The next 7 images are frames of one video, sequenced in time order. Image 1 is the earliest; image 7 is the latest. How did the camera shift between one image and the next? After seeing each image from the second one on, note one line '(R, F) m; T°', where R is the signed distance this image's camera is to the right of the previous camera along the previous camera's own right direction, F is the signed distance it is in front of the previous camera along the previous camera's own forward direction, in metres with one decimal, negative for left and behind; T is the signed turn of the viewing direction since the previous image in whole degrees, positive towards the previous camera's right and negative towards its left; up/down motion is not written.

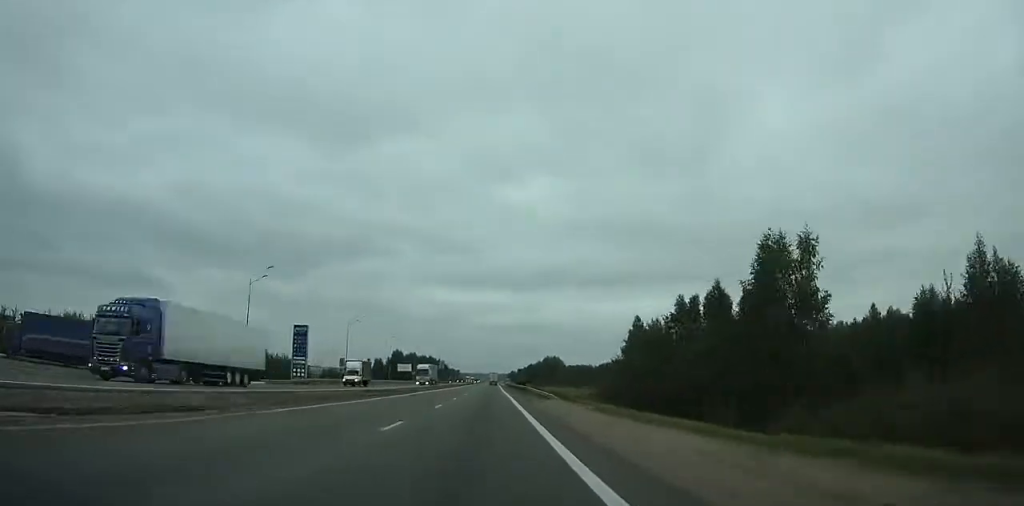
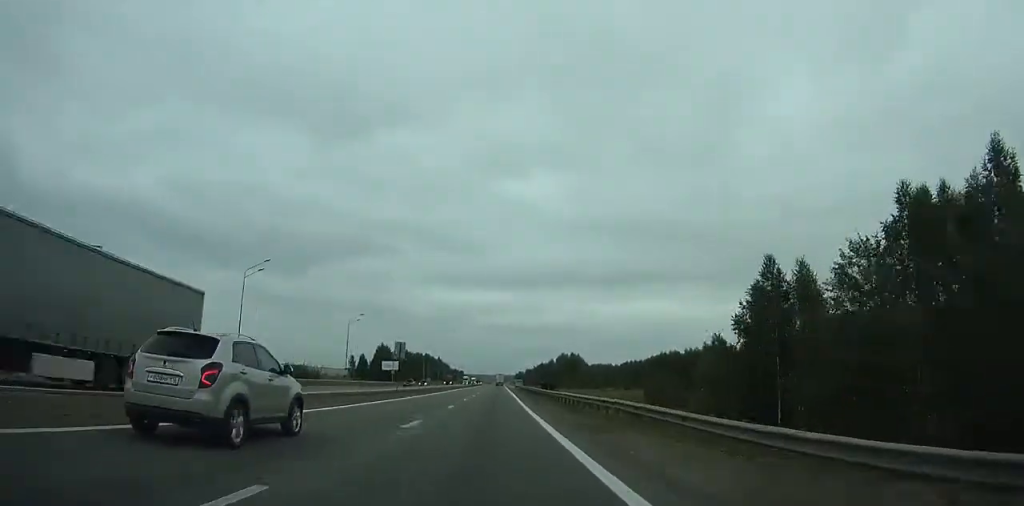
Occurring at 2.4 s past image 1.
(+0.1, +45.2) m; 0°
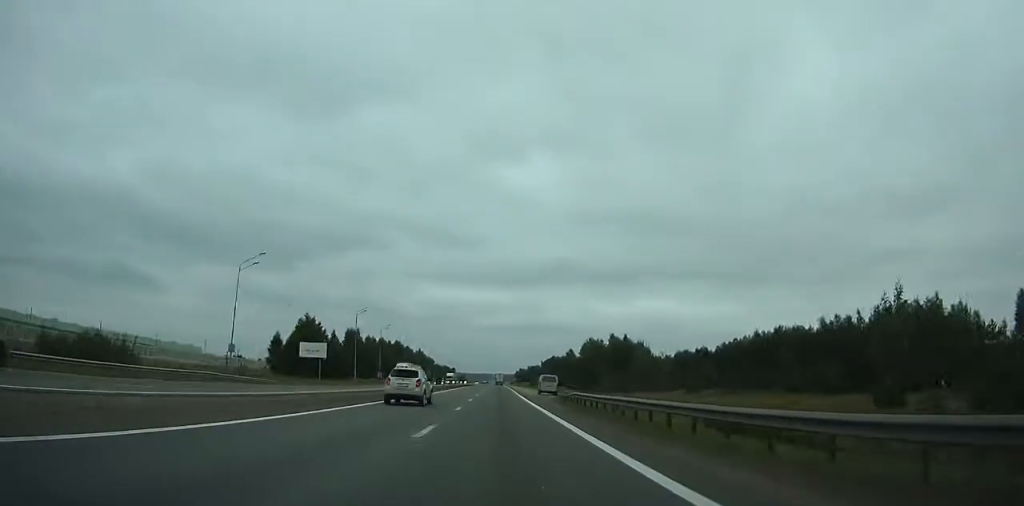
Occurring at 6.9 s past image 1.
(-0.4, +86.3) m; 0°
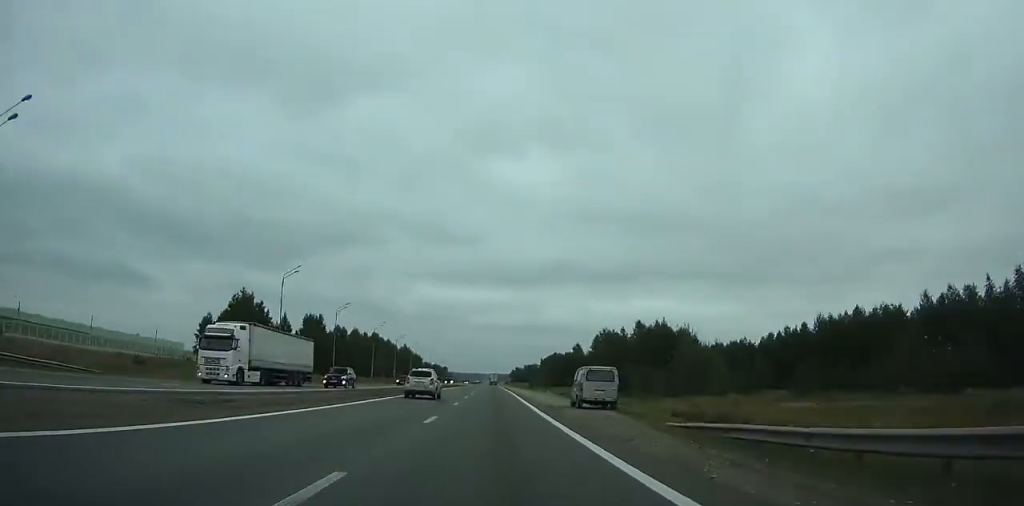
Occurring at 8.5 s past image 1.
(0.0, +31.2) m; 0°
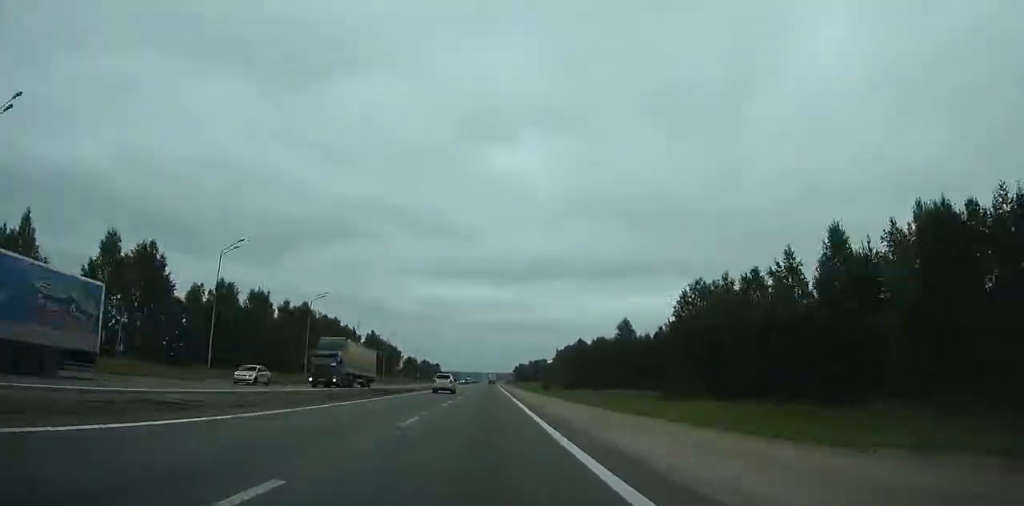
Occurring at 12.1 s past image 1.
(+0.5, +71.6) m; +1°
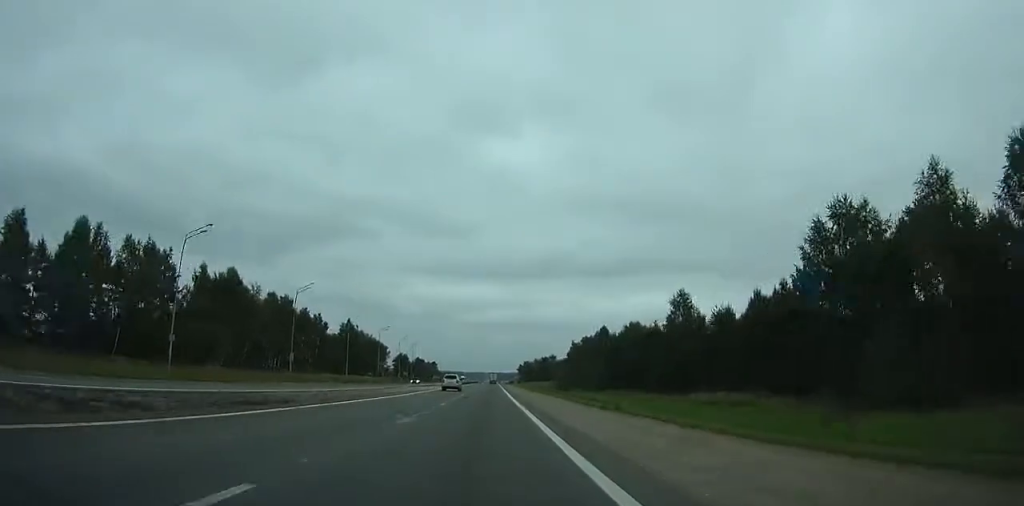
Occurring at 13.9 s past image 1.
(+0.1, +36.1) m; 0°
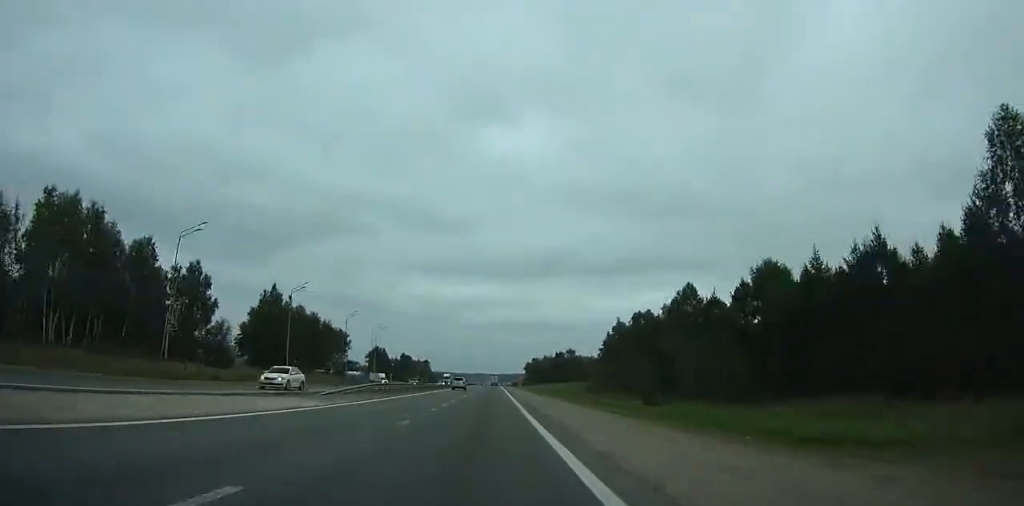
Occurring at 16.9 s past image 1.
(0.0, +61.0) m; 0°
